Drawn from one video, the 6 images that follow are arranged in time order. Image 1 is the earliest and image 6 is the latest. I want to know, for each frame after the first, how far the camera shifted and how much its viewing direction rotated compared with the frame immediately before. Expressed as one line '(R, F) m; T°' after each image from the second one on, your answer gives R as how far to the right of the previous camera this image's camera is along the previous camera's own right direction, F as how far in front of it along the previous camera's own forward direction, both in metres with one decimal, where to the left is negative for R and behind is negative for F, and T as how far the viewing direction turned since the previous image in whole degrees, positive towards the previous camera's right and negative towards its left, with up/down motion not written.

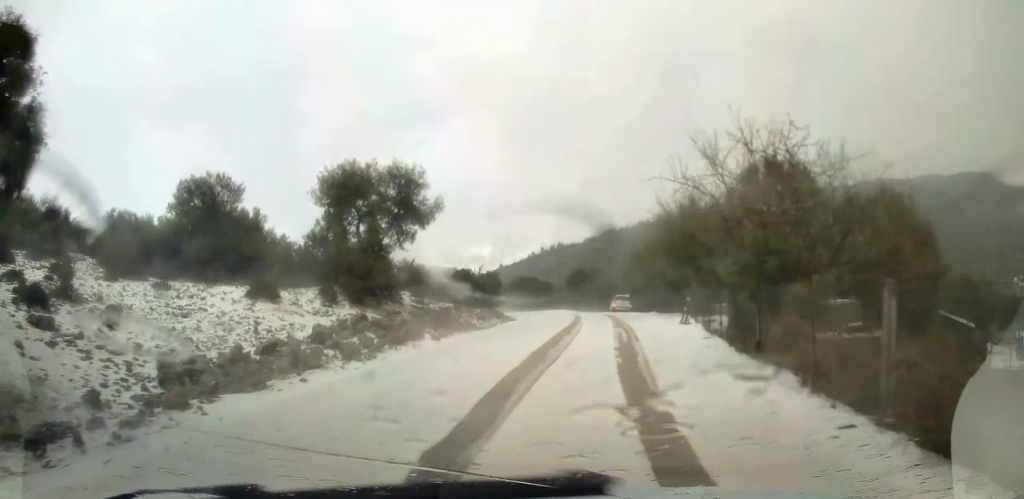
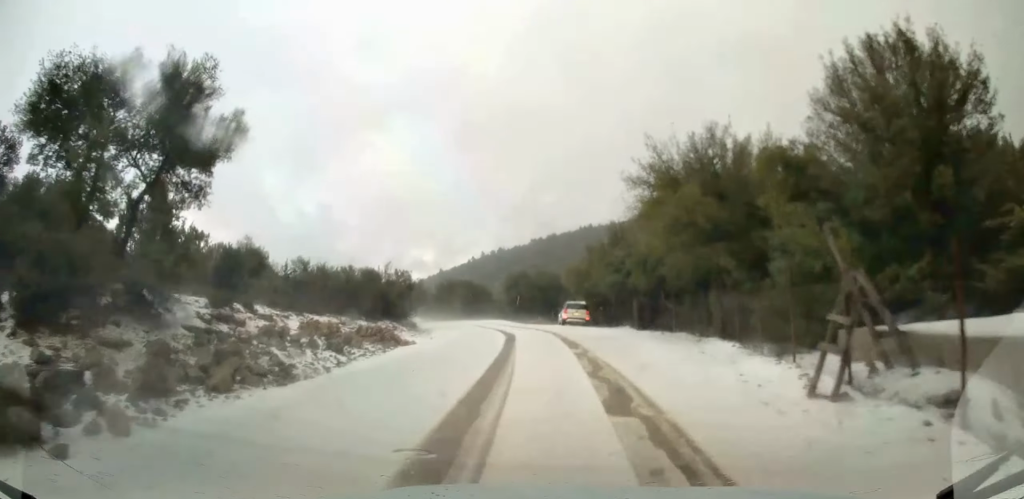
(+0.9, +14.8) m; +6°
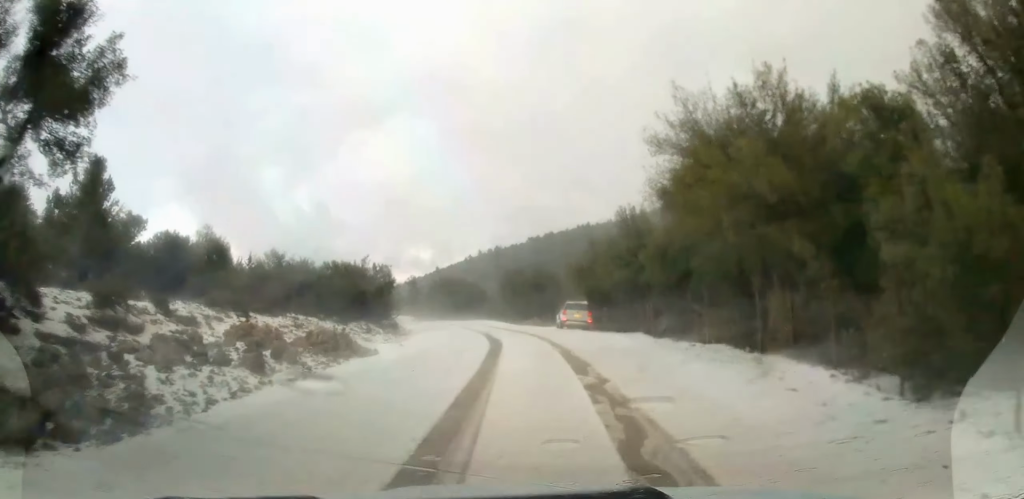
(+0.1, +5.1) m; 0°
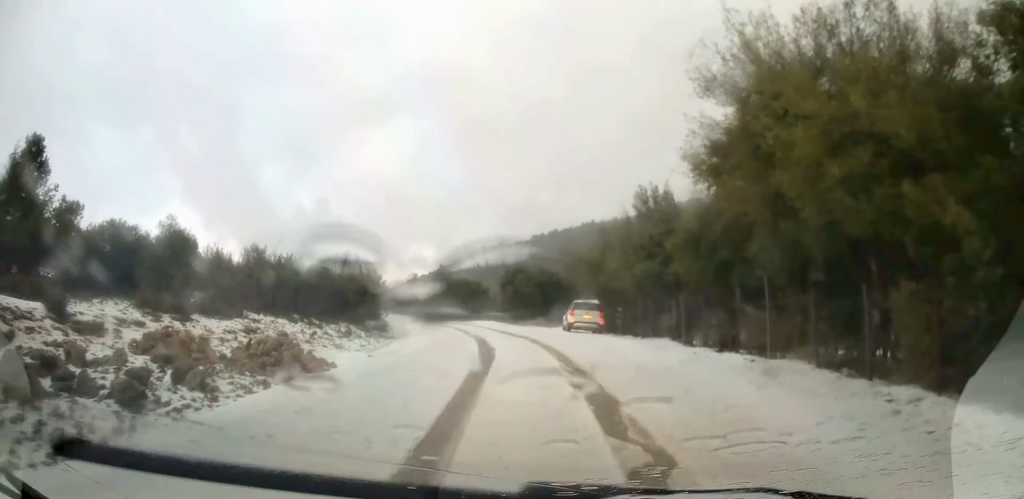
(0.0, +4.5) m; -1°
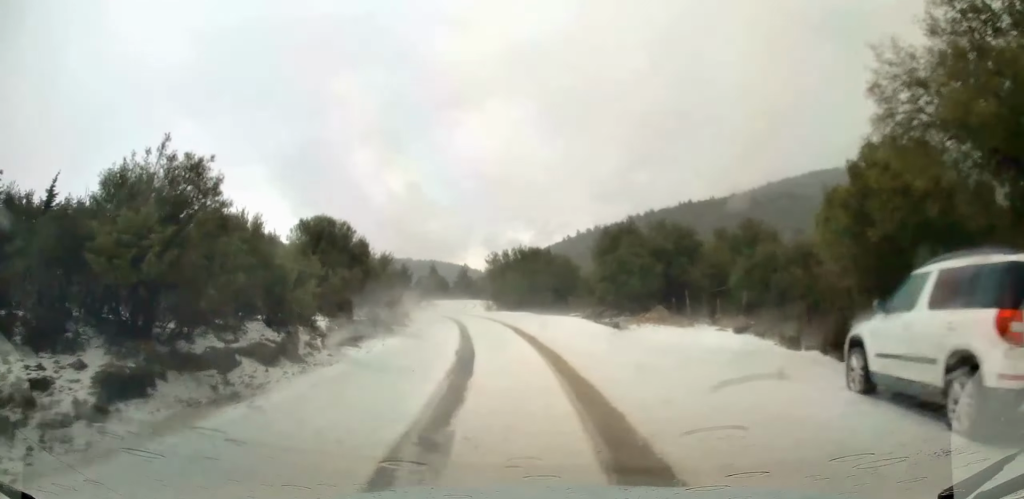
(-2.5, +24.7) m; -11°
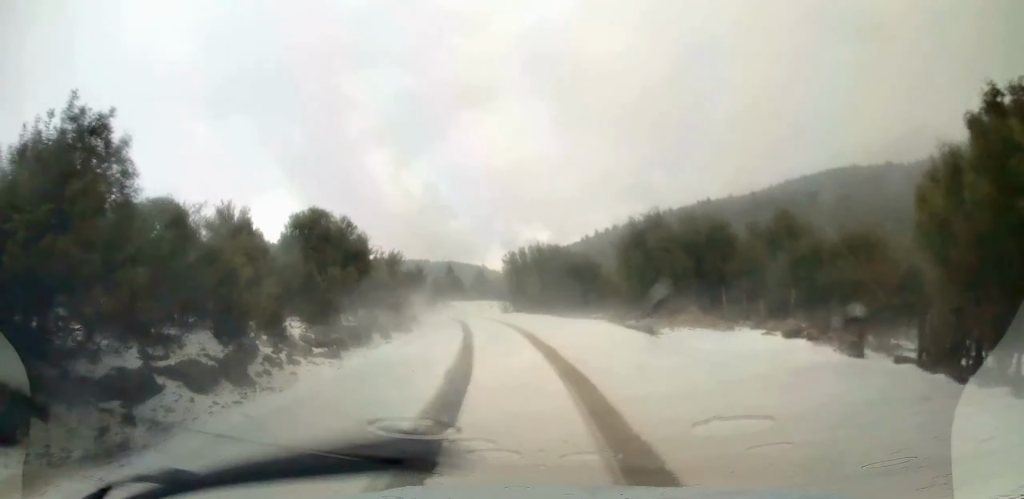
(0.0, +3.7) m; -2°
